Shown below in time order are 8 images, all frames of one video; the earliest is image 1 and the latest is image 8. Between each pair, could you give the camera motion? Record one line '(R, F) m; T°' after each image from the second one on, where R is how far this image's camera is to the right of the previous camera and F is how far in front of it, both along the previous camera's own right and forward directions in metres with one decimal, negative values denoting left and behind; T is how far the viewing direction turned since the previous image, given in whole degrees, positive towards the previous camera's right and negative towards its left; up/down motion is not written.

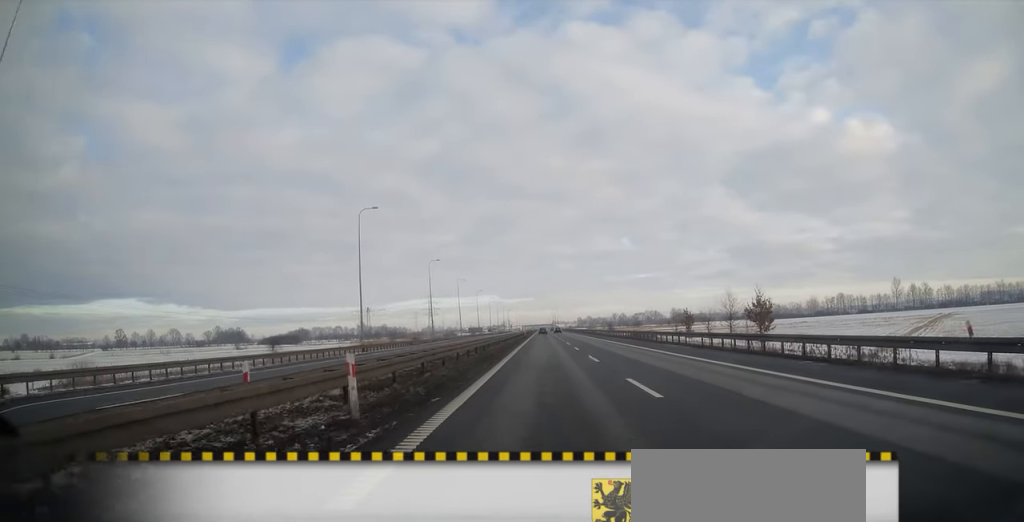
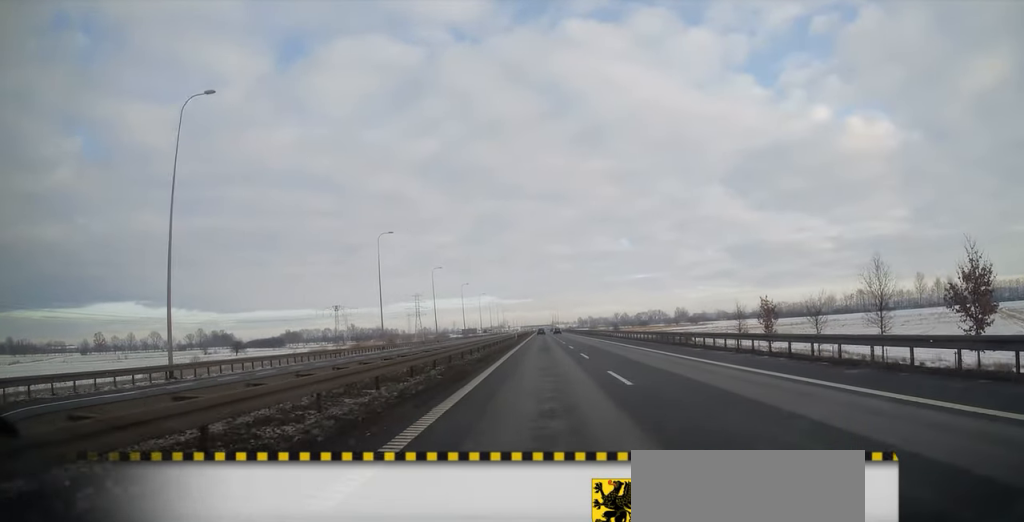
(0.0, +32.9) m; 0°
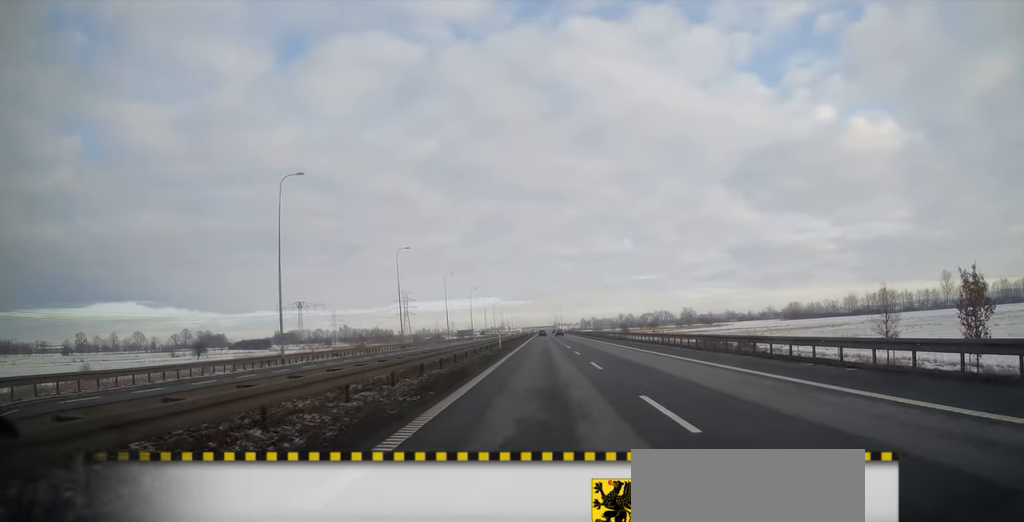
(0.0, +31.6) m; 0°
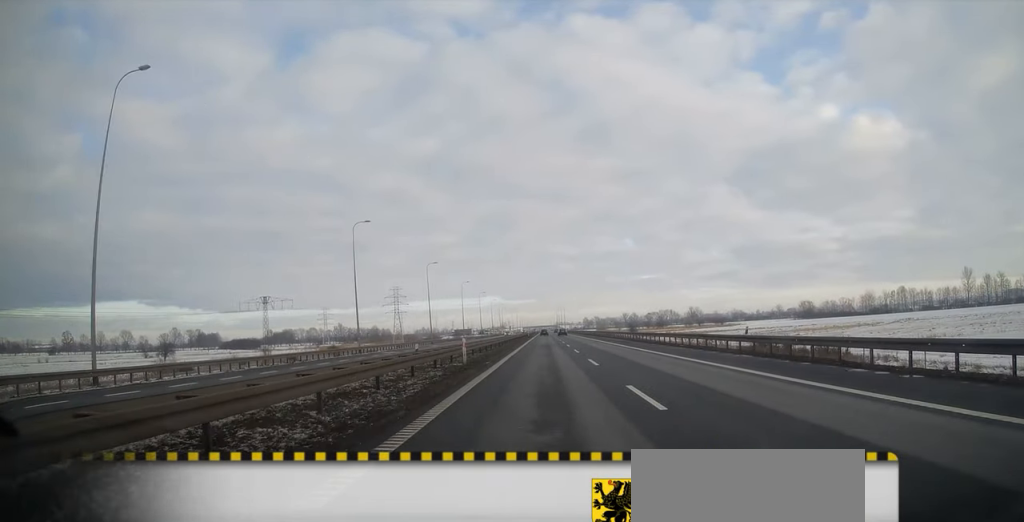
(0.0, +24.7) m; 0°
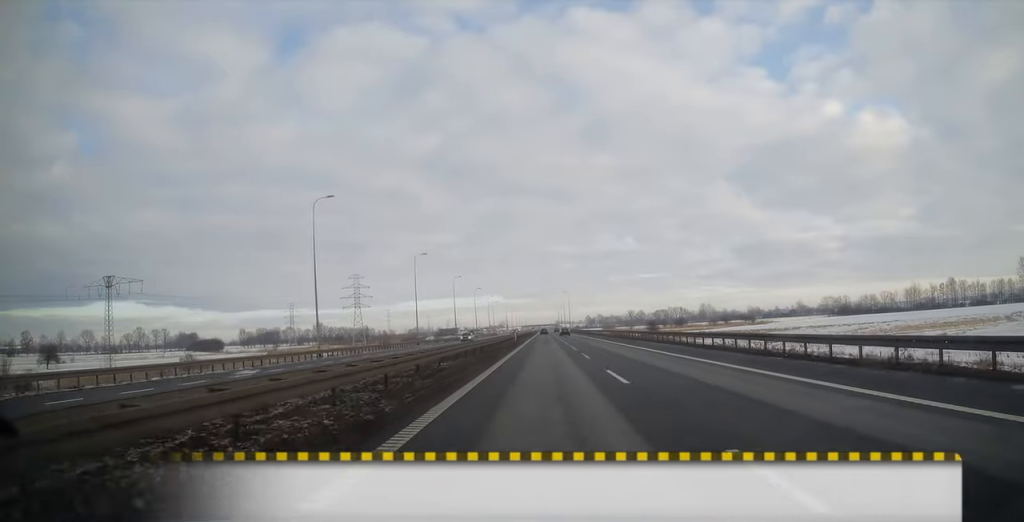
(+0.1, +59.4) m; 0°
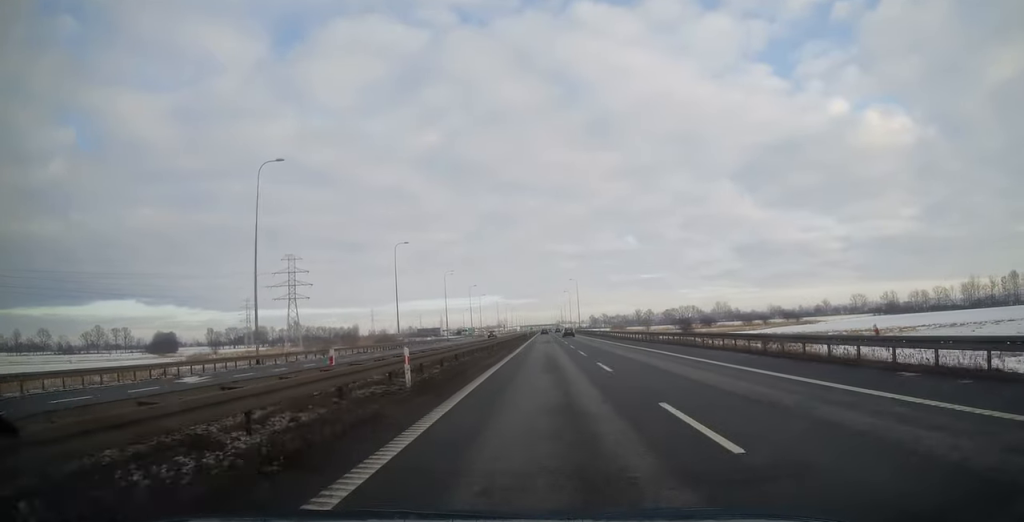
(-0.4, +57.3) m; 0°
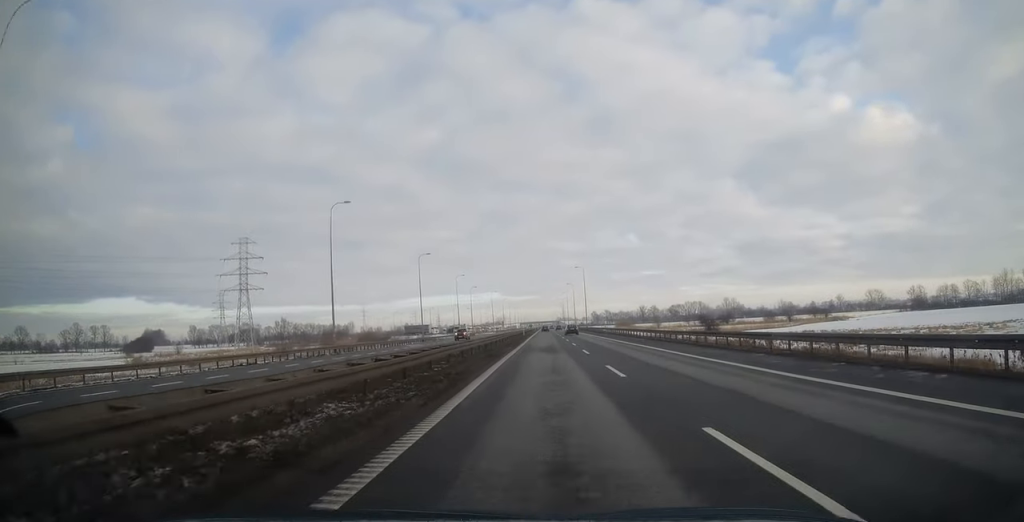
(+0.1, +26.7) m; 0°
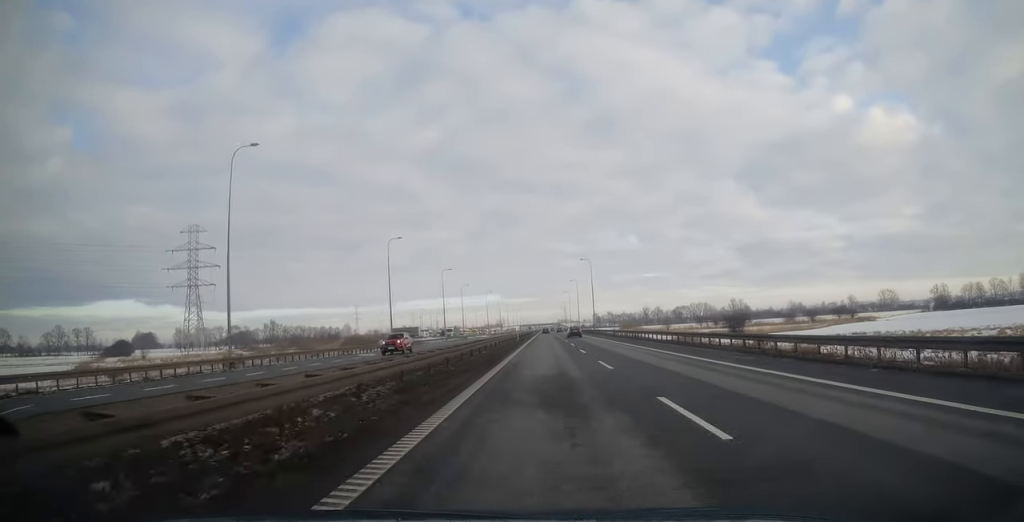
(+0.1, +20.4) m; 0°
